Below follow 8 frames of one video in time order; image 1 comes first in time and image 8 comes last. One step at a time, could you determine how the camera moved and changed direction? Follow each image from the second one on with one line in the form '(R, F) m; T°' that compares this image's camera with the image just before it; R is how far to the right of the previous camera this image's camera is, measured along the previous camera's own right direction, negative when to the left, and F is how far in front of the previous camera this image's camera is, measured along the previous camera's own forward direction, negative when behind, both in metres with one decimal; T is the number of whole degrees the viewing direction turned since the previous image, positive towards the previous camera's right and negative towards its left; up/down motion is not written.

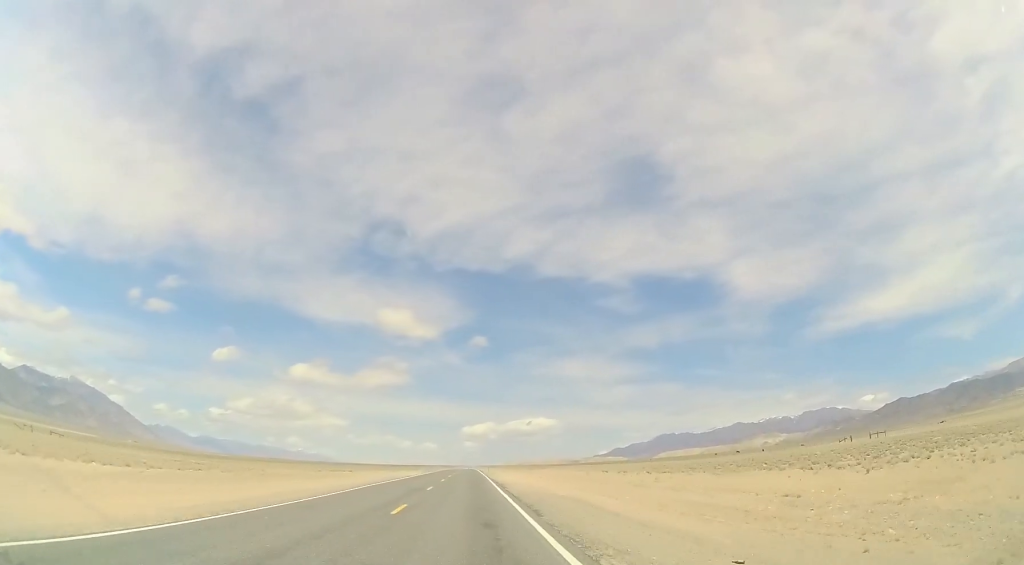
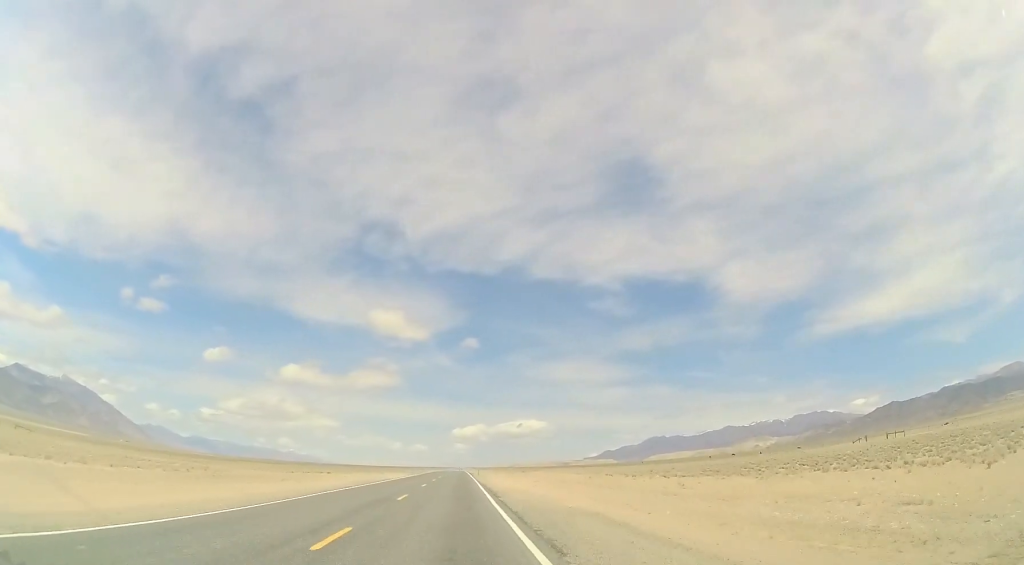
(-0.1, +7.1) m; 0°
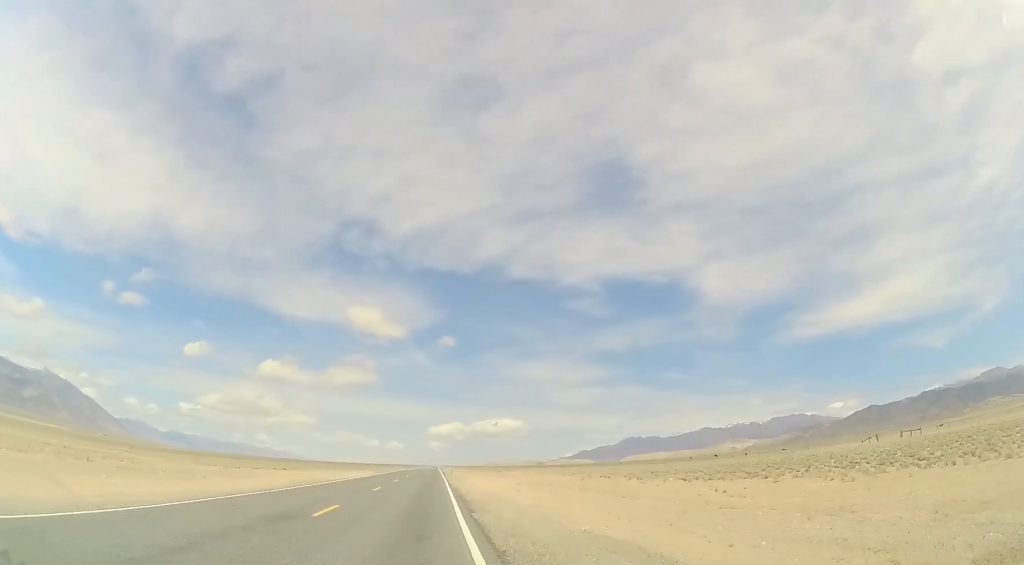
(+0.2, +9.0) m; +3°
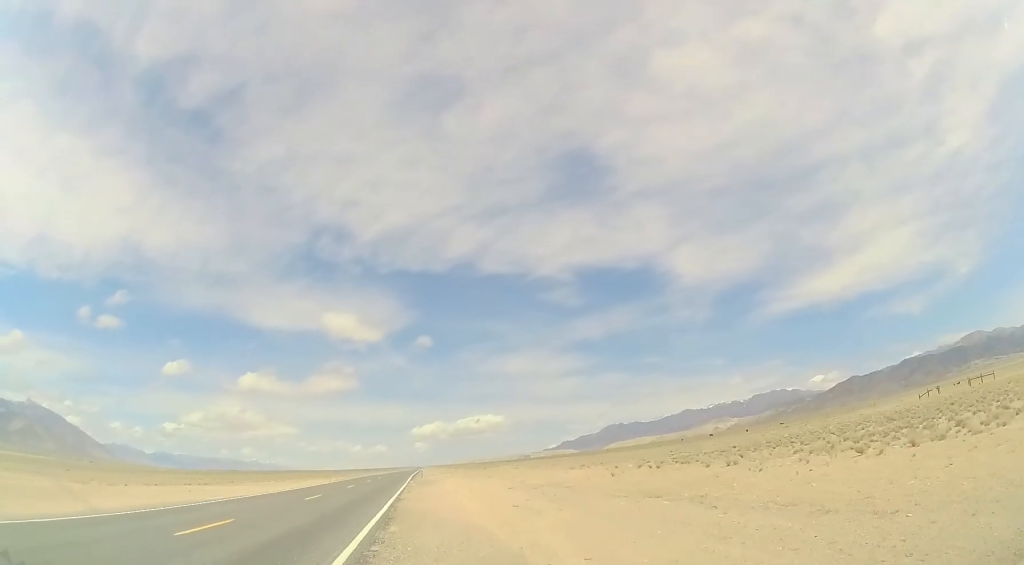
(+1.2, +16.5) m; +4°
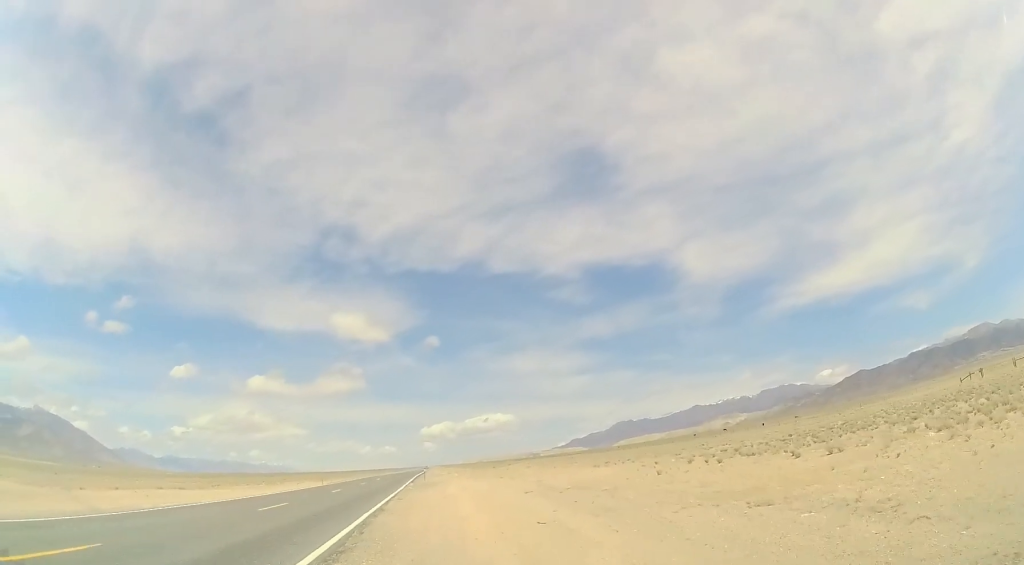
(+0.1, +5.6) m; -3°
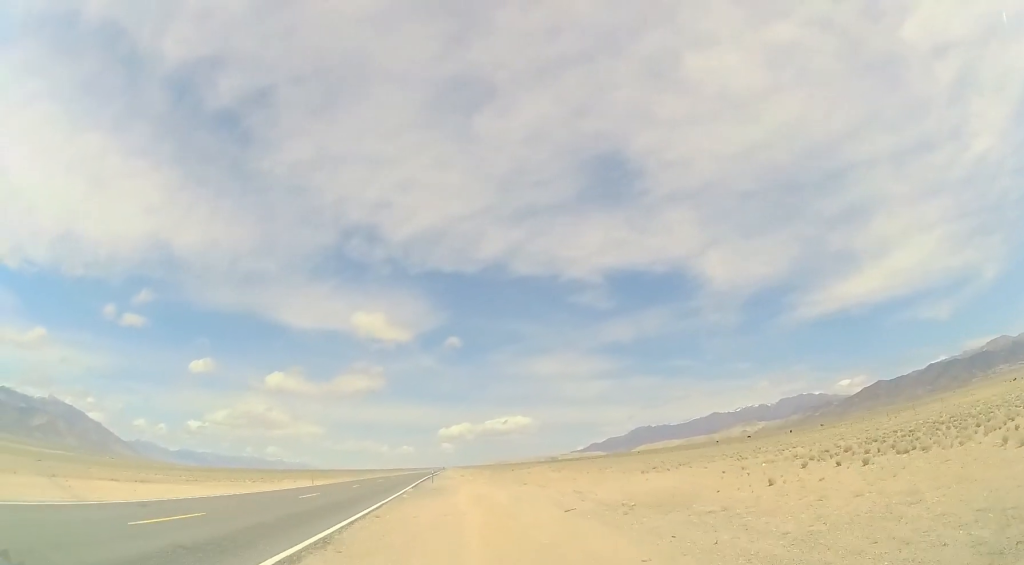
(-0.5, +7.3) m; -3°
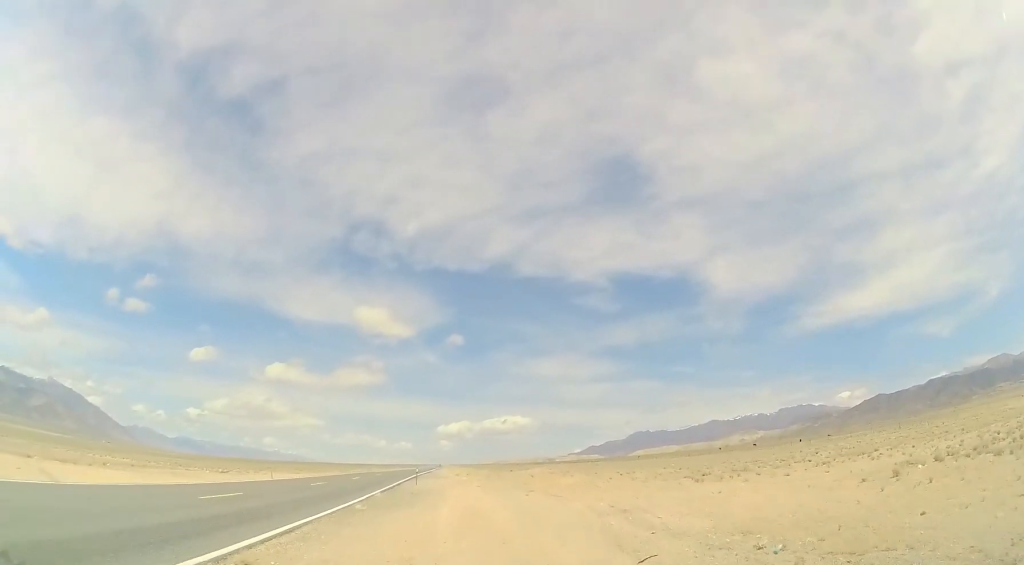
(+0.2, +8.1) m; +1°
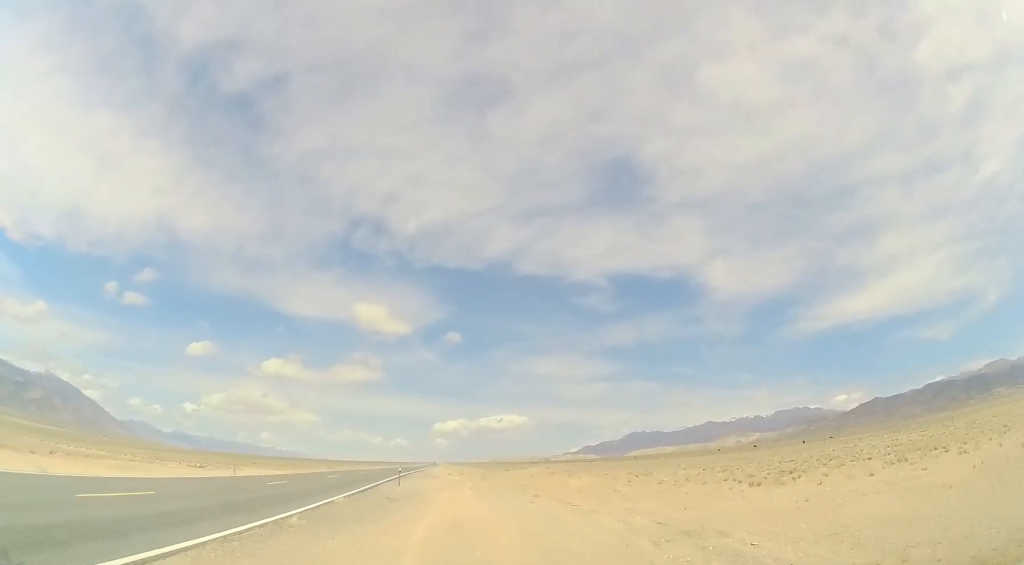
(0.0, +5.4) m; -1°
